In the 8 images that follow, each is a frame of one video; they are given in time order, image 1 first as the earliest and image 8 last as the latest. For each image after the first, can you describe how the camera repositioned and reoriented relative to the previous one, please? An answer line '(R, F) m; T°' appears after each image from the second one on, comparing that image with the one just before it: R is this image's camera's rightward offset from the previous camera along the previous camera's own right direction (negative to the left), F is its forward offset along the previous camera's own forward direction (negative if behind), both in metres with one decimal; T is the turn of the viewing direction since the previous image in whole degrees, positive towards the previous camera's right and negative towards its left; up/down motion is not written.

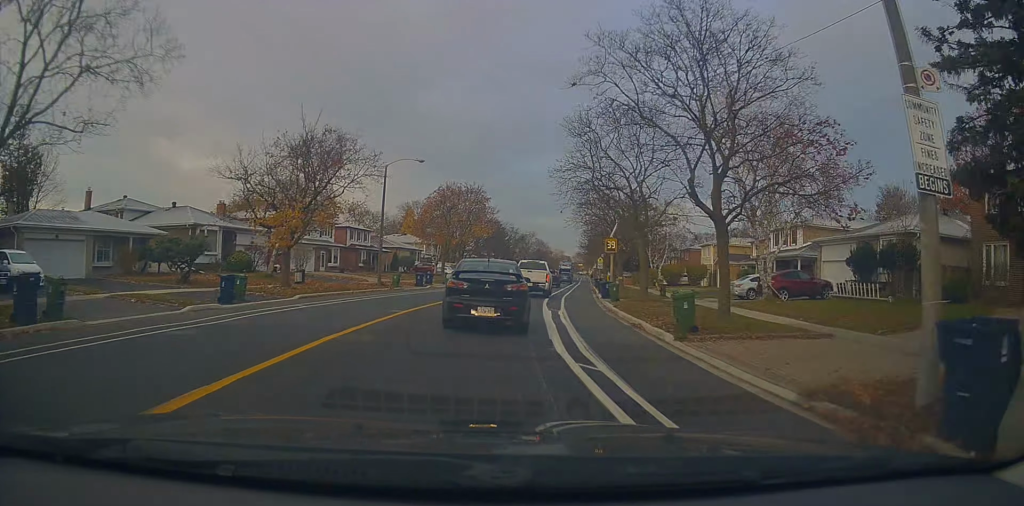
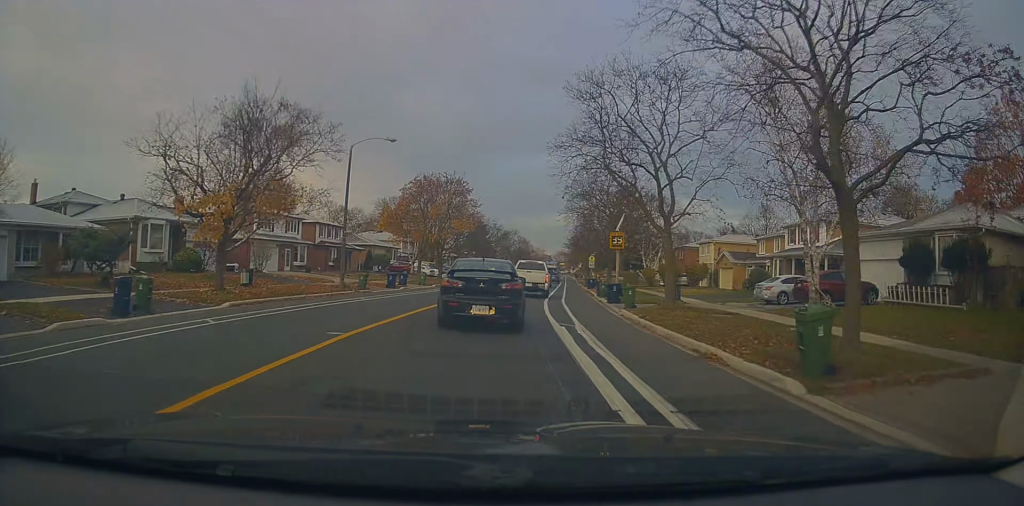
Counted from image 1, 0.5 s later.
(+0.4, +6.0) m; +1°
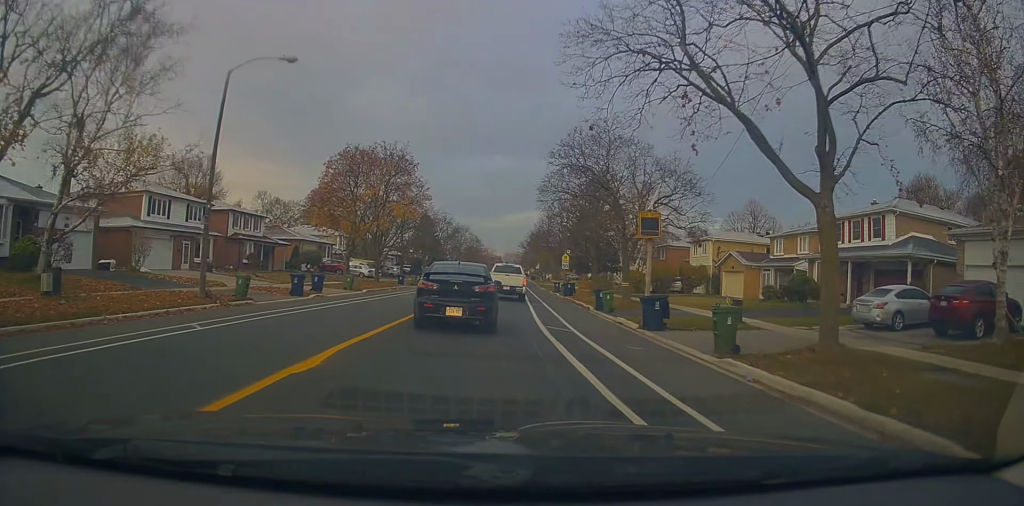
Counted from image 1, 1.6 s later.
(-0.1, +12.7) m; +2°
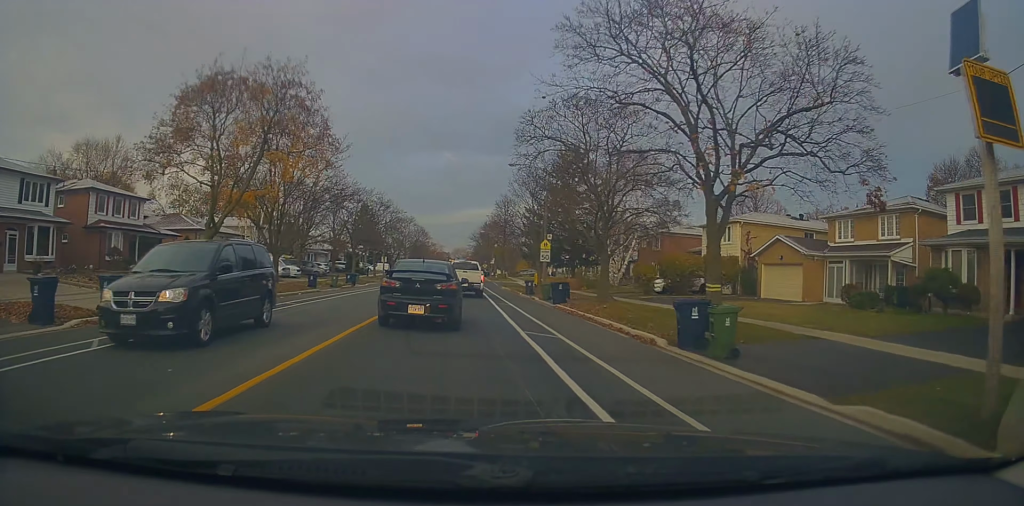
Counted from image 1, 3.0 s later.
(+1.2, +15.2) m; +10°
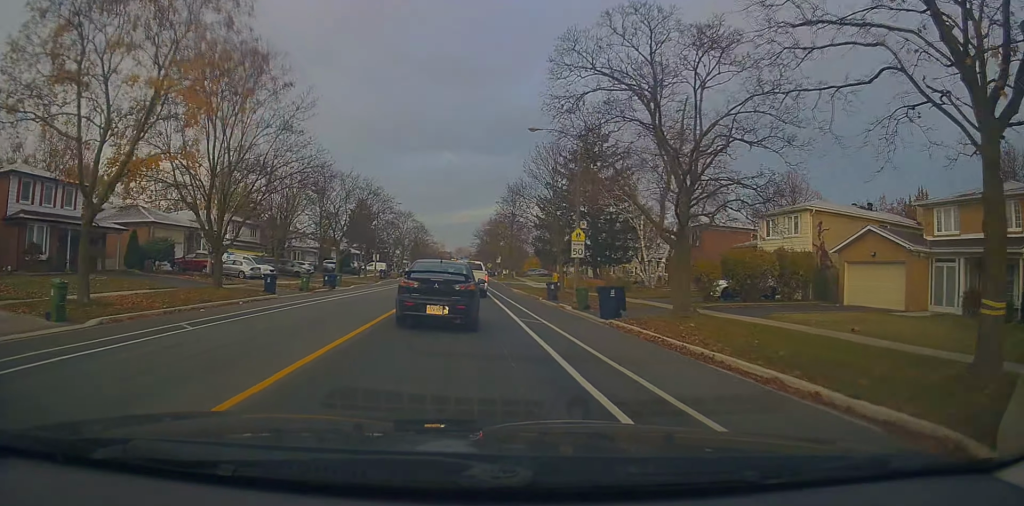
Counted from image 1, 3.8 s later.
(+0.4, +8.8) m; +2°
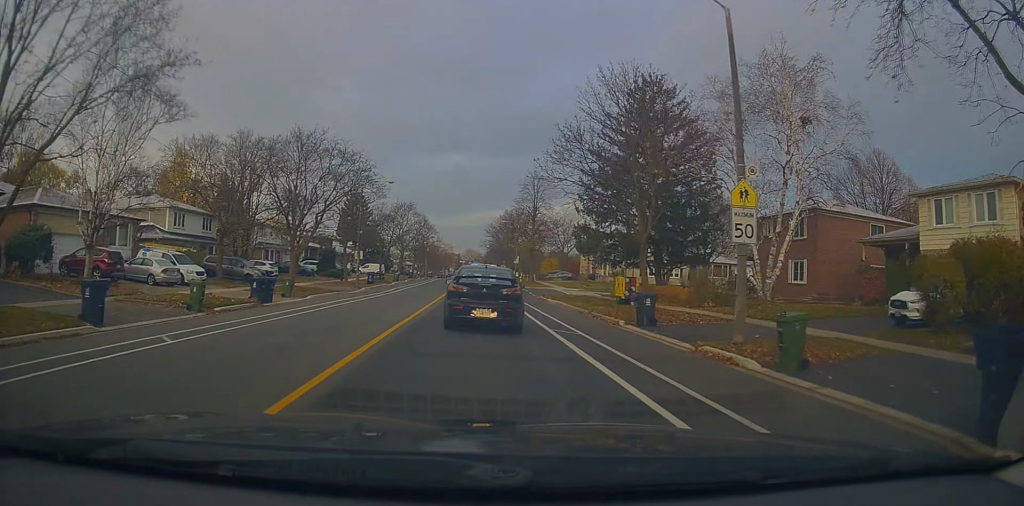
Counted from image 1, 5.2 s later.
(-0.2, +15.3) m; -2°
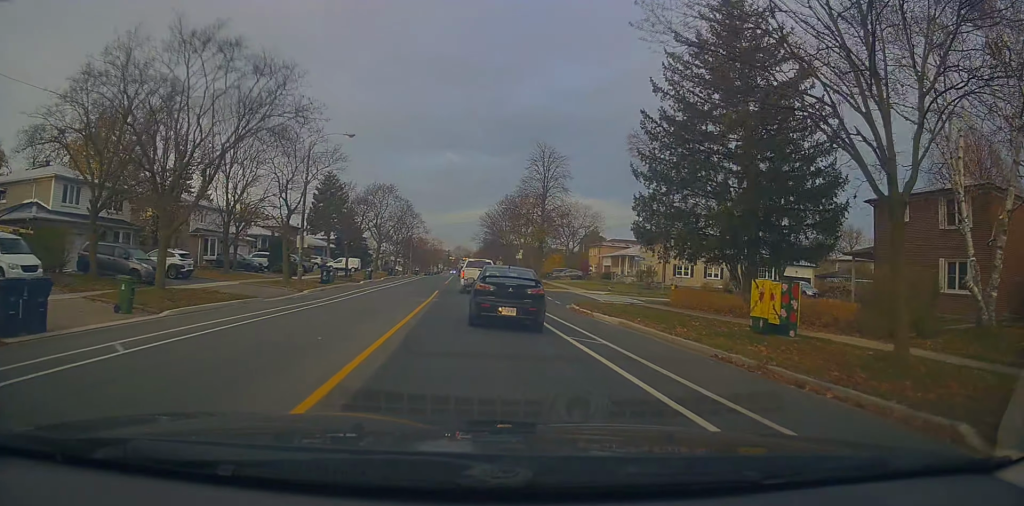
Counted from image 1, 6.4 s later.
(-0.1, +13.9) m; +2°
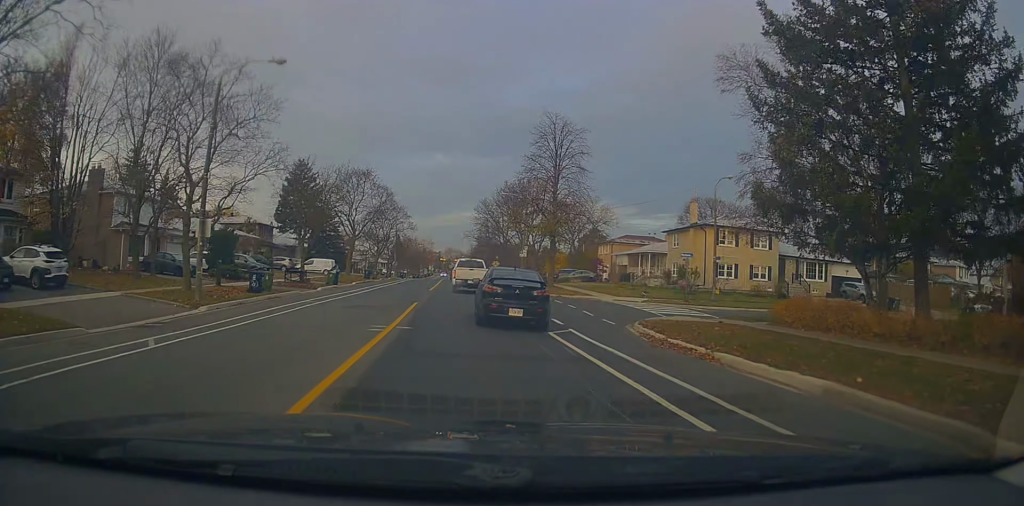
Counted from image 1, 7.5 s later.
(+0.2, +11.5) m; 0°
